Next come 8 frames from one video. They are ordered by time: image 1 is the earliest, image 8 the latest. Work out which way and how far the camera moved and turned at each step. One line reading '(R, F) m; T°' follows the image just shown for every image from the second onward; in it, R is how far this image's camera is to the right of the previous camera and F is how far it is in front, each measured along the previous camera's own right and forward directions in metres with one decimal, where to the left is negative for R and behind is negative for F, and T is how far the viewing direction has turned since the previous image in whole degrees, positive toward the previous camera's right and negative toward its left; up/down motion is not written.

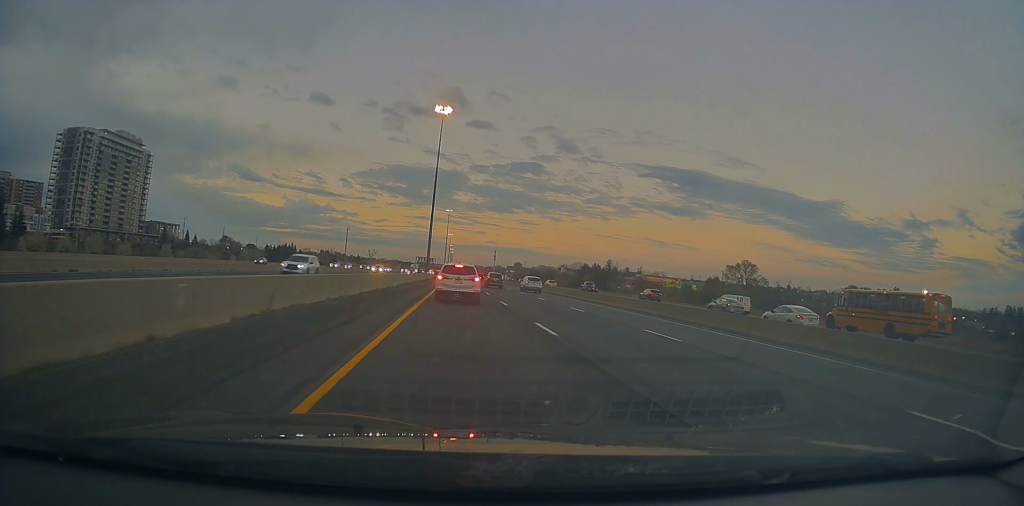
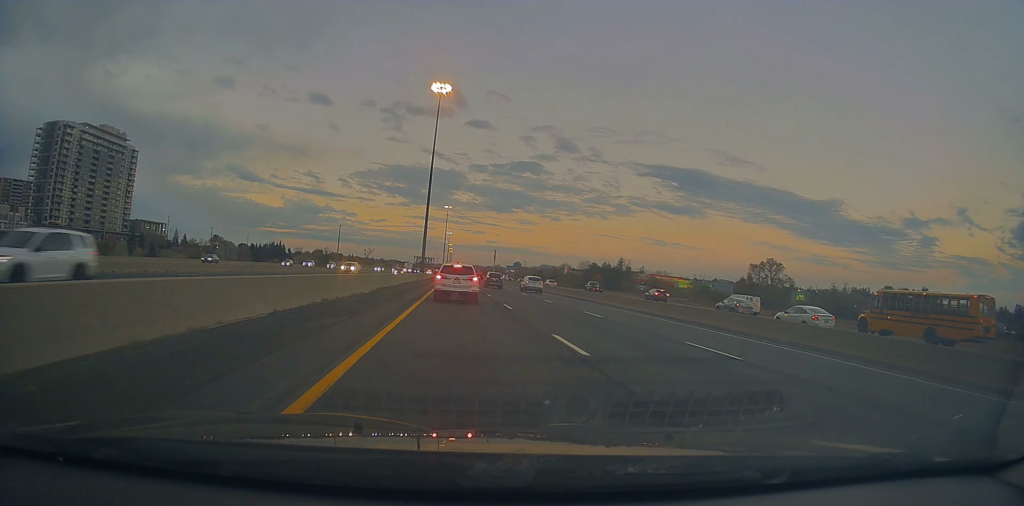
(-0.2, +14.9) m; 0°
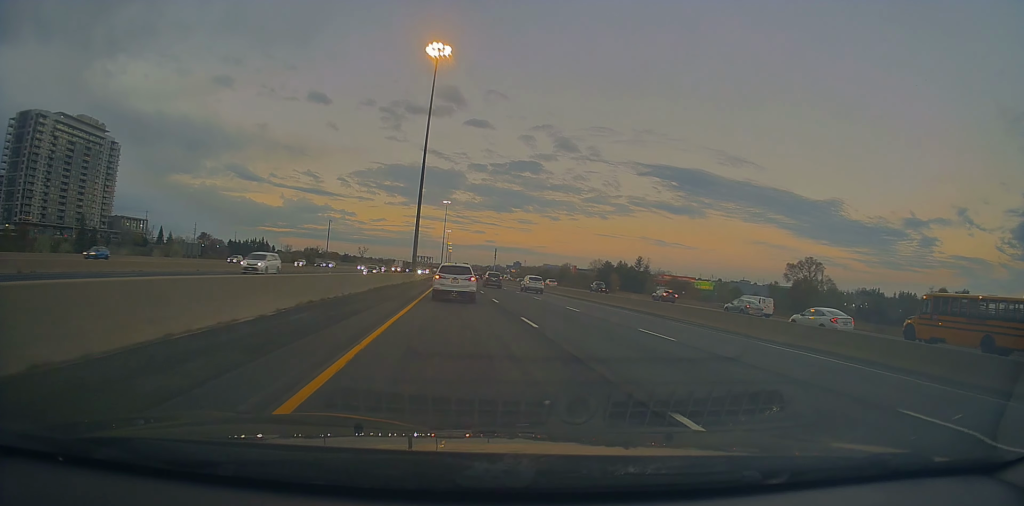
(-0.3, +19.4) m; 0°
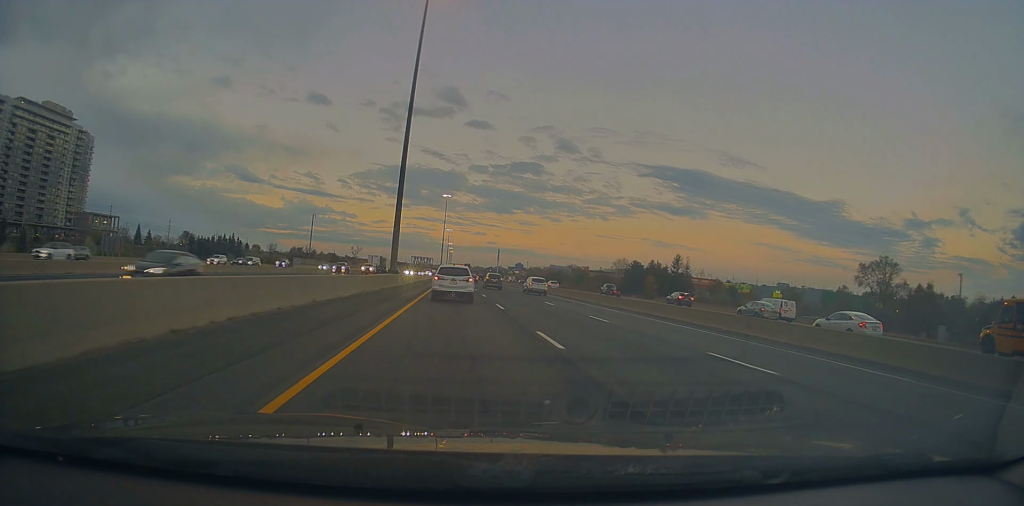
(+0.4, +28.3) m; 0°
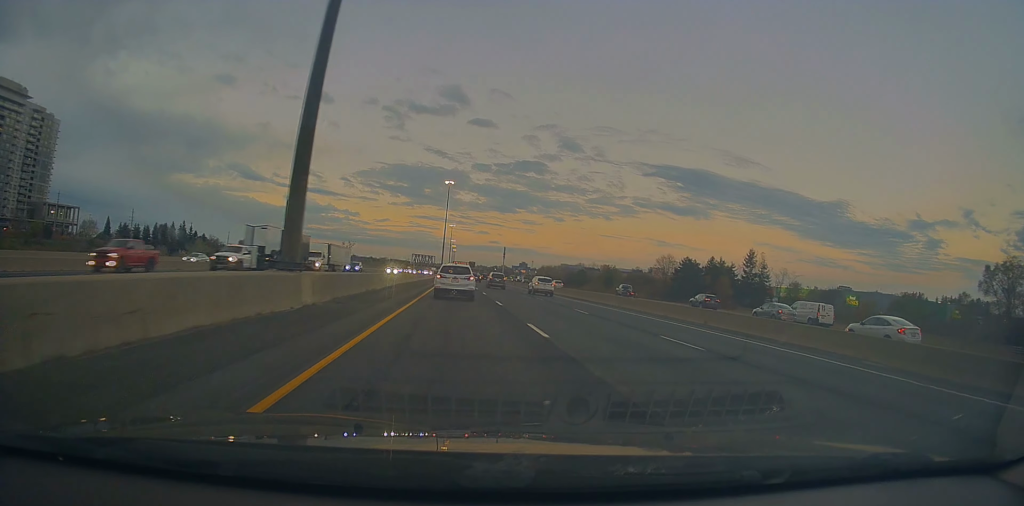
(-0.5, +34.7) m; 0°
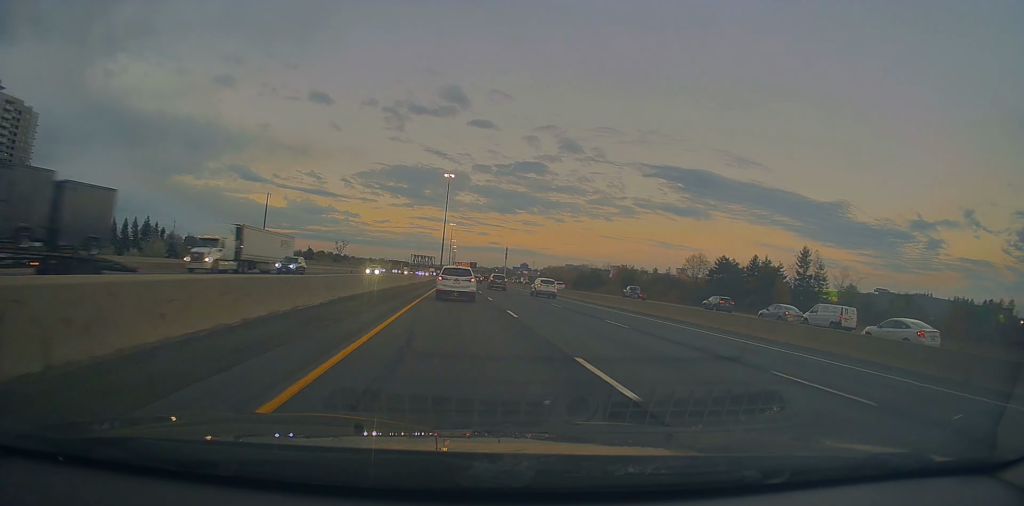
(+0.1, +17.8) m; +1°
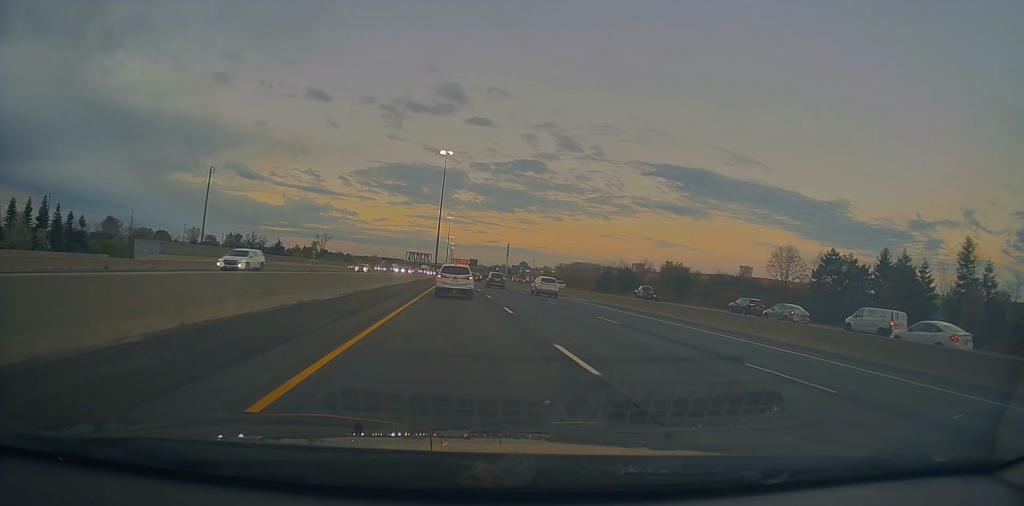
(+0.6, +35.5) m; +1°
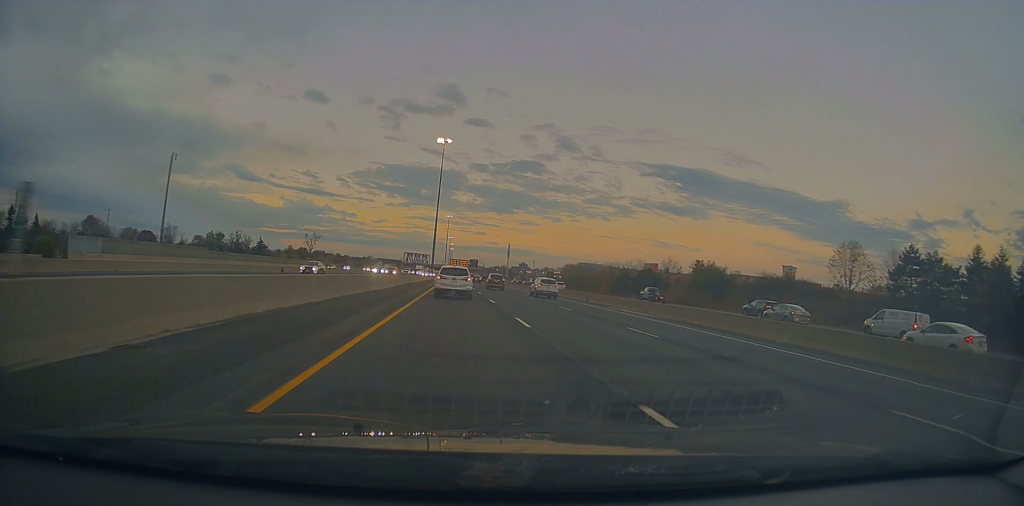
(+0.2, +16.6) m; 0°
